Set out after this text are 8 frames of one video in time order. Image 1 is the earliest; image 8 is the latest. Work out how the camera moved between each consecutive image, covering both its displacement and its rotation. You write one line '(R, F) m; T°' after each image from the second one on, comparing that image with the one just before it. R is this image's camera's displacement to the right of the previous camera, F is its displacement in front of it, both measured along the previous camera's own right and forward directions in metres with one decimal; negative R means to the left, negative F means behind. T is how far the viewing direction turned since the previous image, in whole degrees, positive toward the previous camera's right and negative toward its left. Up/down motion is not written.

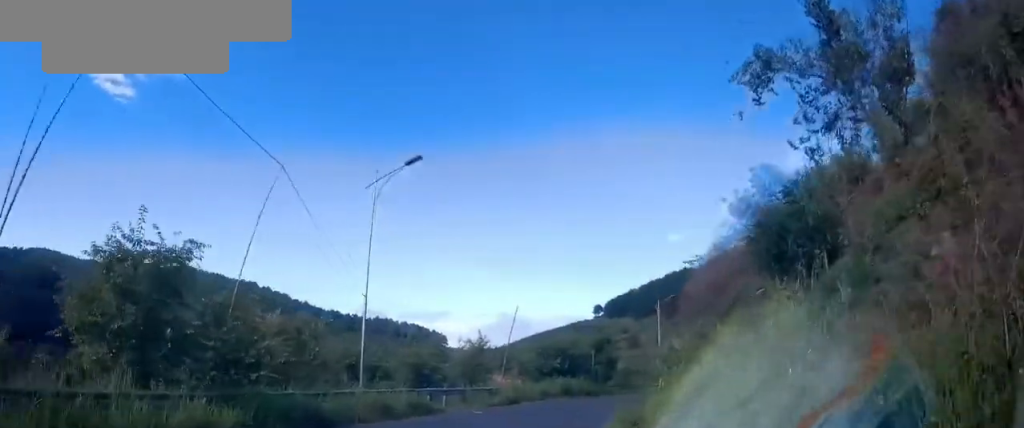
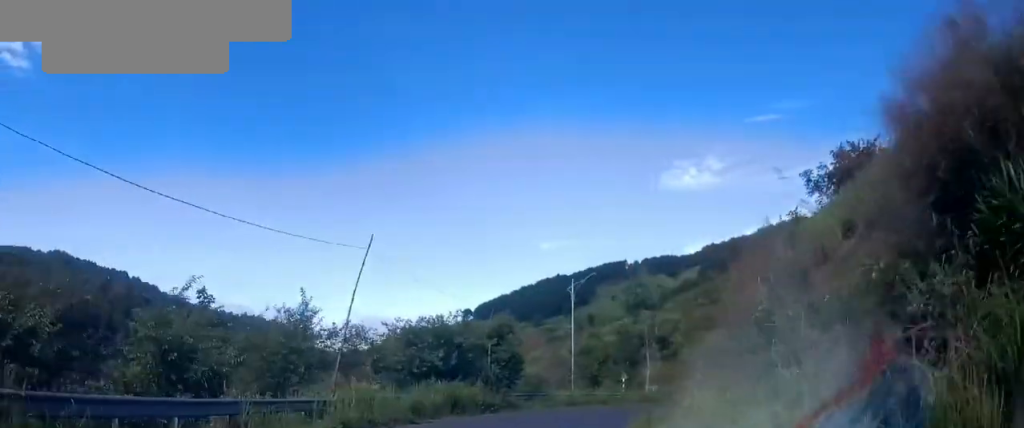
(+1.8, +15.9) m; +15°
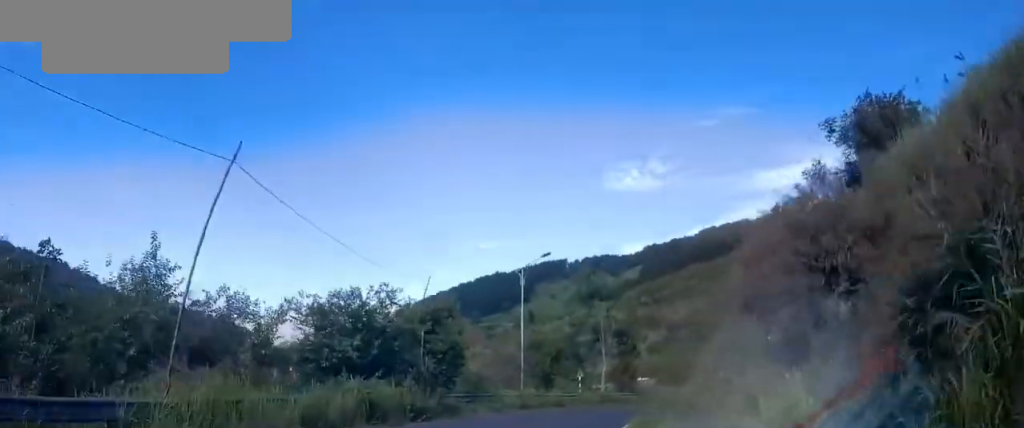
(+0.4, +6.2) m; +6°
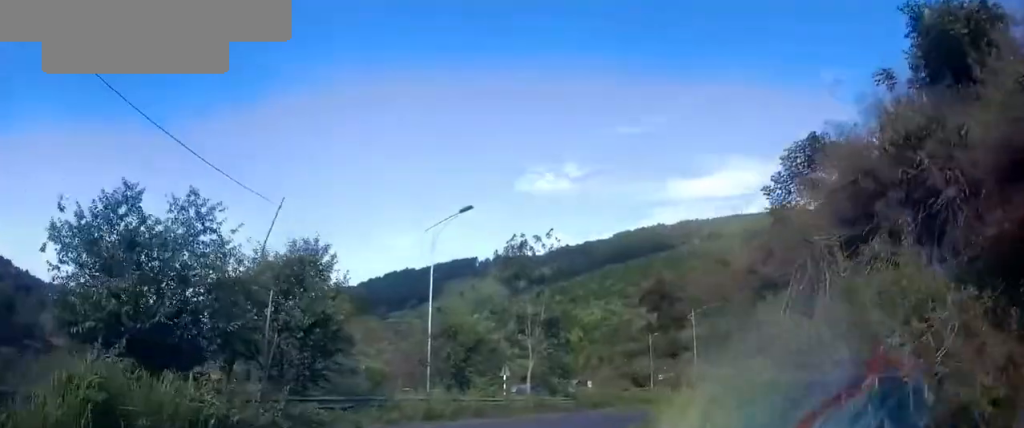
(+0.4, +9.0) m; +10°
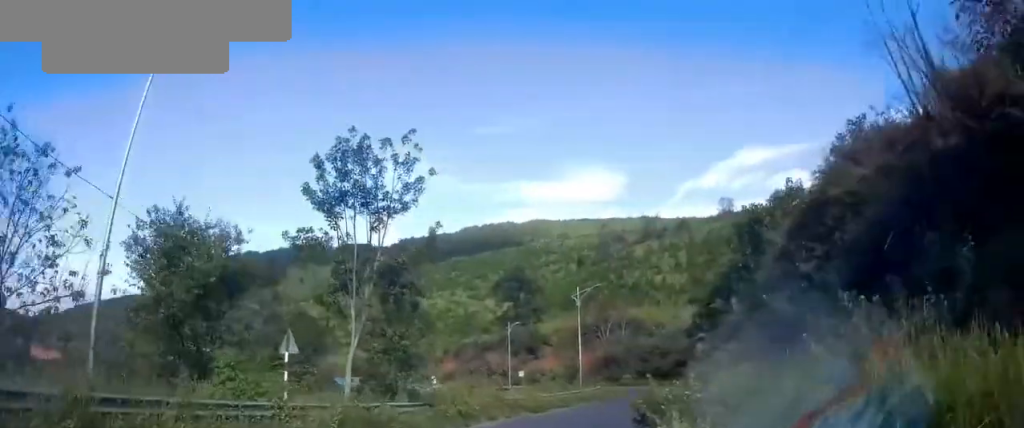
(+3.0, +14.4) m; +22°
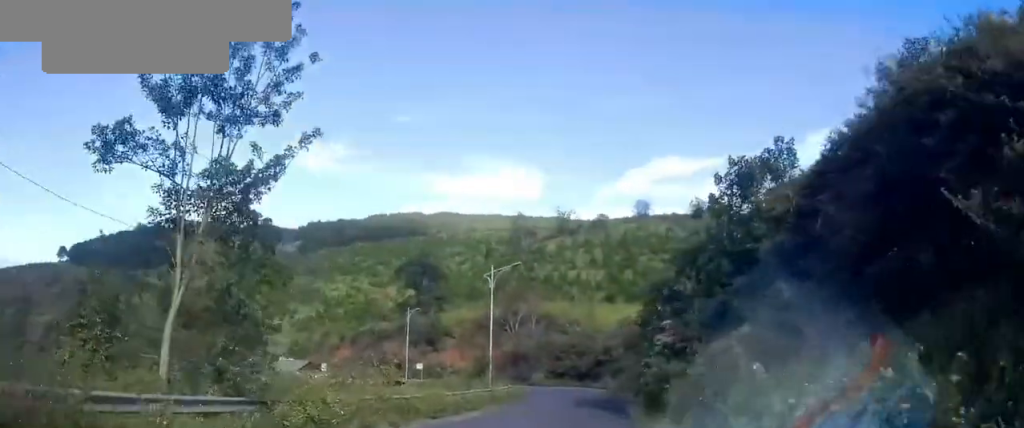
(+0.6, +7.4) m; +11°
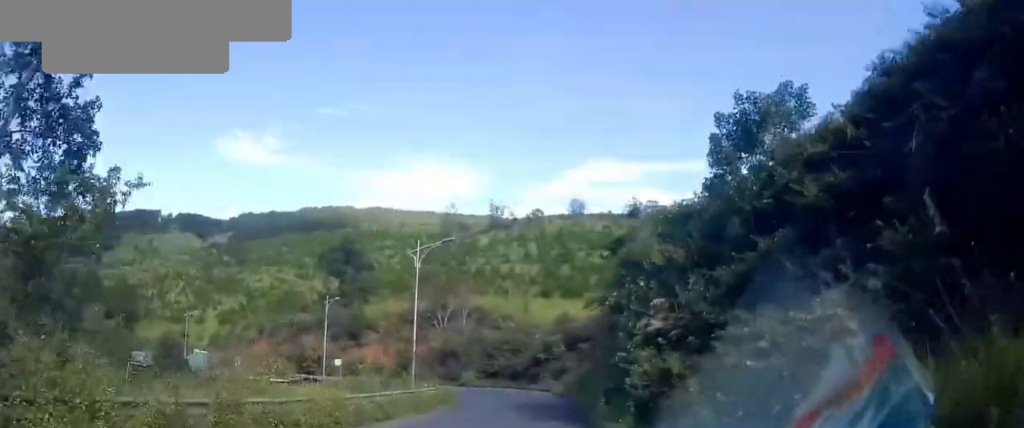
(+0.6, +5.9) m; +8°
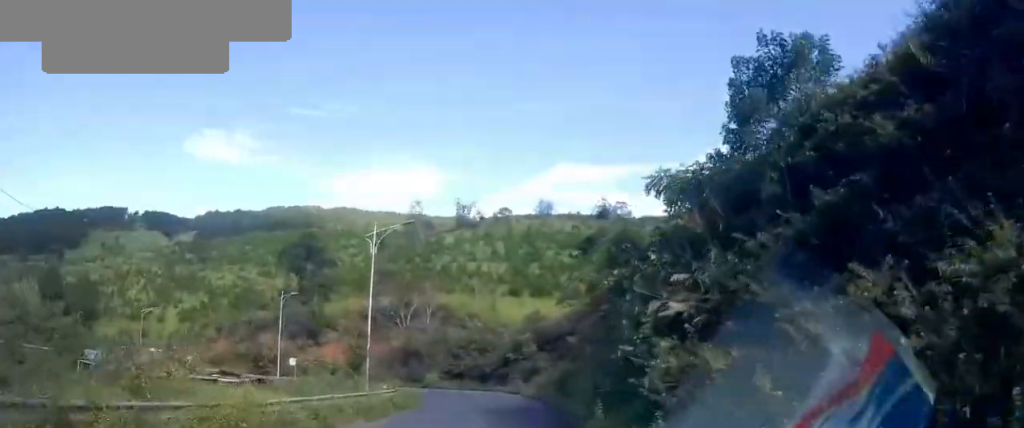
(+0.1, +3.7) m; +5°
